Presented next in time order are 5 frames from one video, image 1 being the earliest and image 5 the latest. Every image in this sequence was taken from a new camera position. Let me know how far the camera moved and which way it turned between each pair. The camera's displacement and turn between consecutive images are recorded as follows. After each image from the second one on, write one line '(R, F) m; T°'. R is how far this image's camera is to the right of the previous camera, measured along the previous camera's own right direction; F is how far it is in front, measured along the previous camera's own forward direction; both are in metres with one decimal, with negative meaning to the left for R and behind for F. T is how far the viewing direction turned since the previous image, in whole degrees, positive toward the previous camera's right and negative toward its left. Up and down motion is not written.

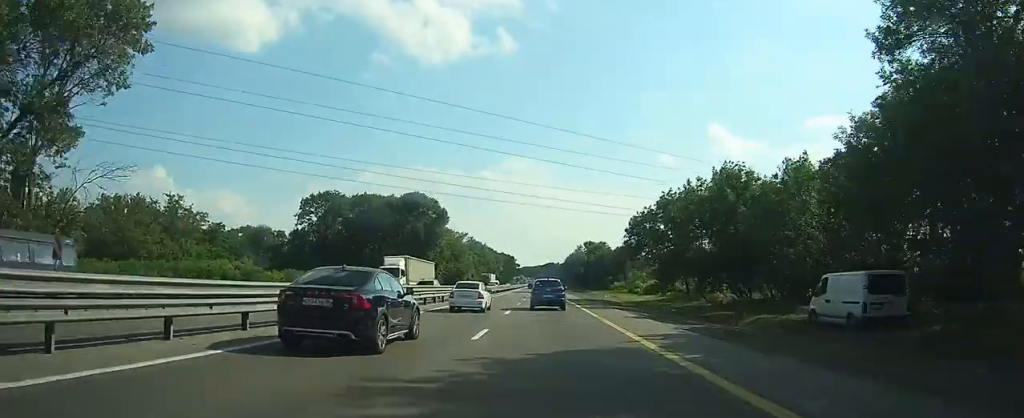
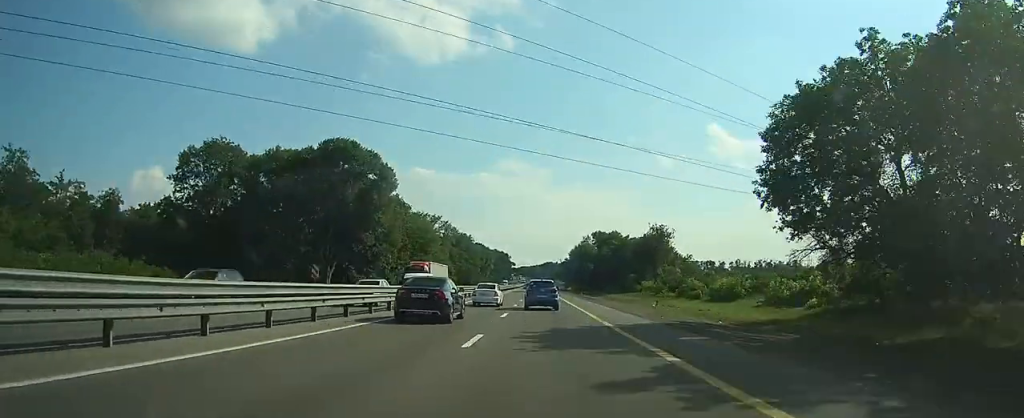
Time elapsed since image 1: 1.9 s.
(0.0, +37.6) m; 0°
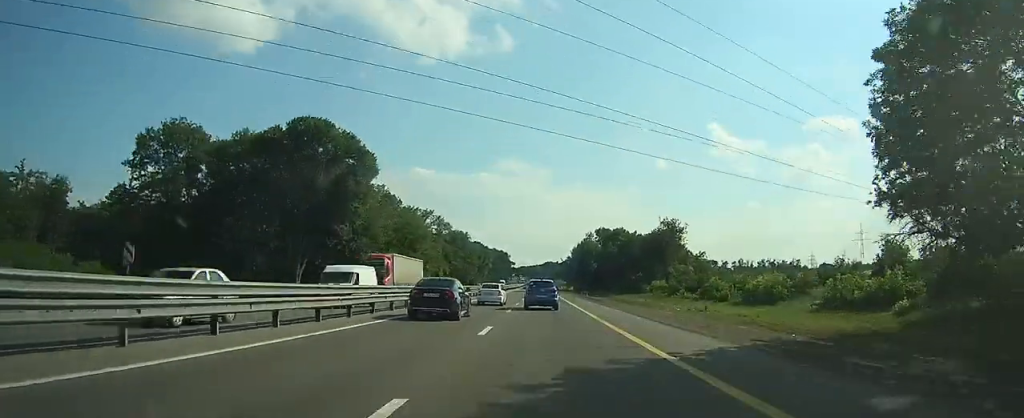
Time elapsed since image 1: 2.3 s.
(0.0, +8.6) m; 0°
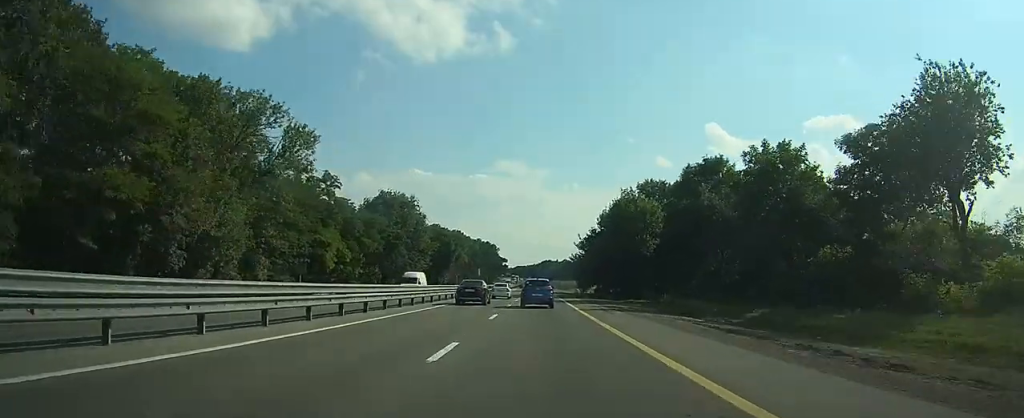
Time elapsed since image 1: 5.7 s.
(0.0, +66.2) m; 0°
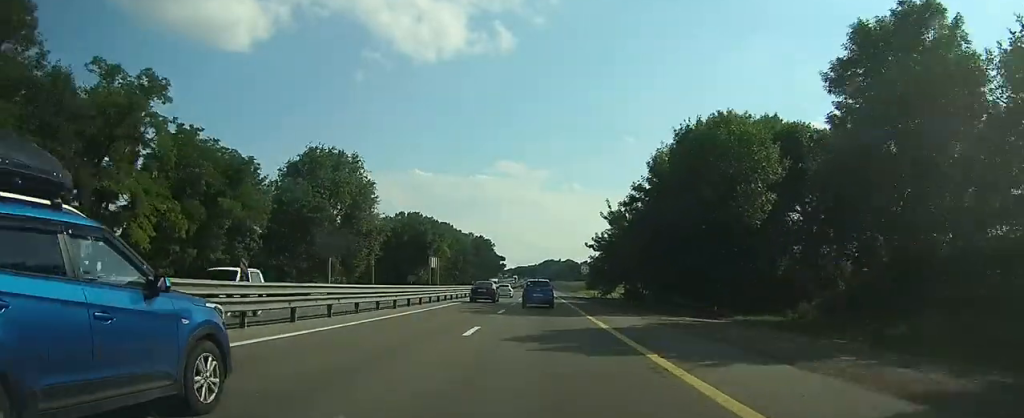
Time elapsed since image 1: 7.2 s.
(0.0, +31.3) m; 0°
